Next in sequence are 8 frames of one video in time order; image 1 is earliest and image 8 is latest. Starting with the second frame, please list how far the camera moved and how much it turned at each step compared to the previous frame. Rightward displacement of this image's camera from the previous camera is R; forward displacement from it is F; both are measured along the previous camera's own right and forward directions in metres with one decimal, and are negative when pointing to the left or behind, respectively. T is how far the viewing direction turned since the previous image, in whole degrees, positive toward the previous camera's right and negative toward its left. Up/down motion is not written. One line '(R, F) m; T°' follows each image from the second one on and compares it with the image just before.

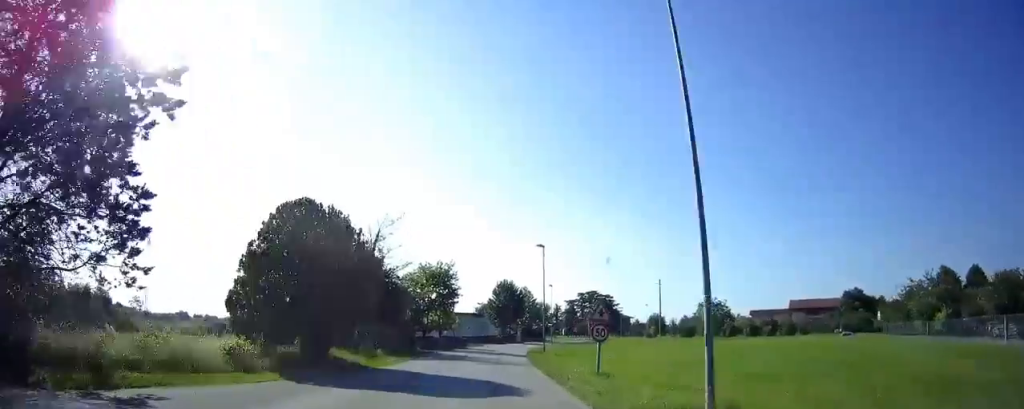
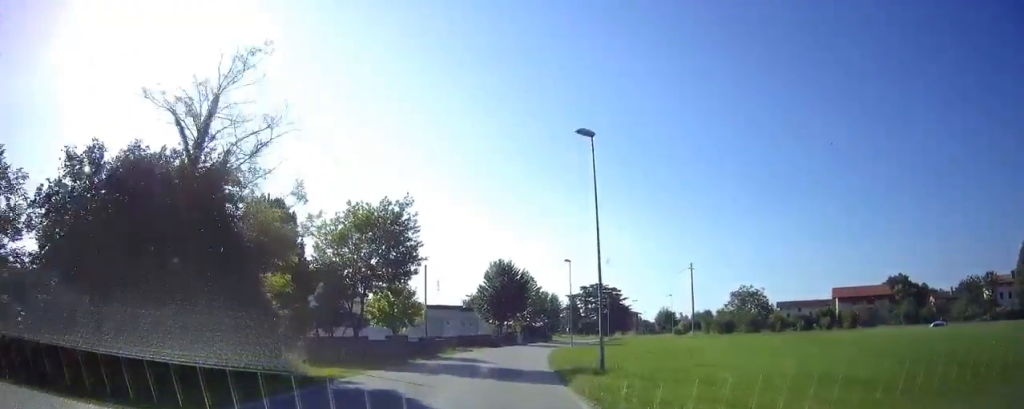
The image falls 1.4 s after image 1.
(+0.4, +22.2) m; +4°
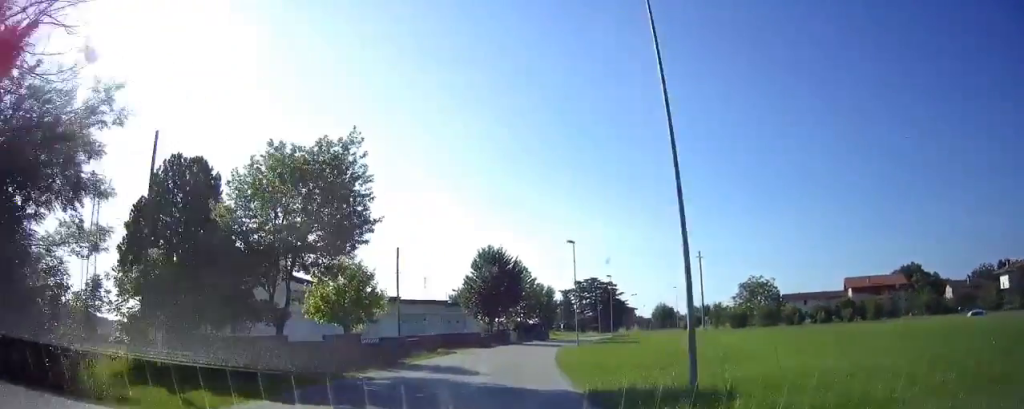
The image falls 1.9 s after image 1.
(+0.2, +8.2) m; +2°
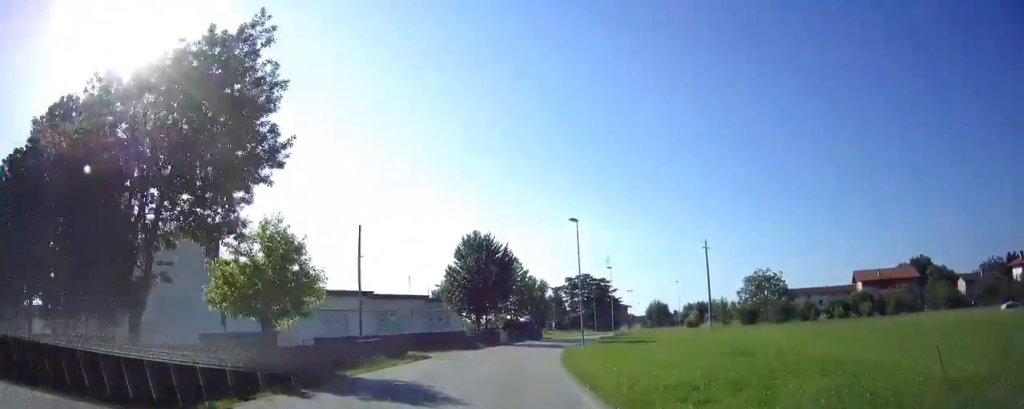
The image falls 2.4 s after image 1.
(+0.1, +7.1) m; +2°
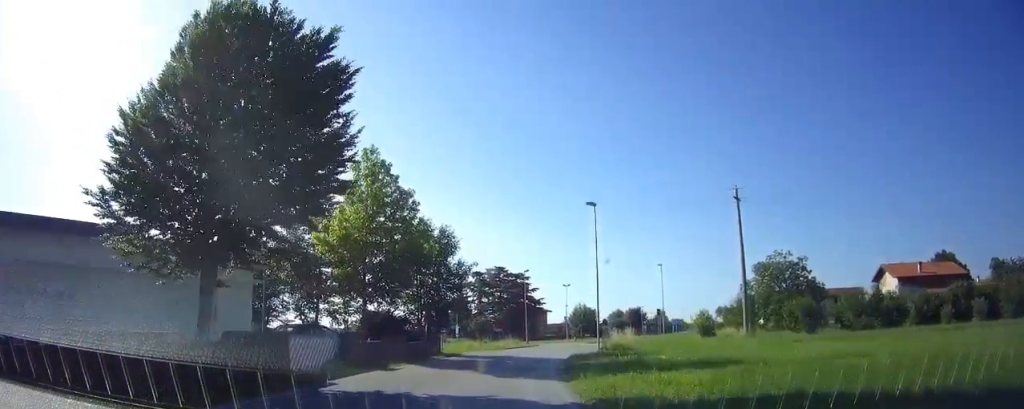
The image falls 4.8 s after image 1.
(+2.7, +34.3) m; +11°
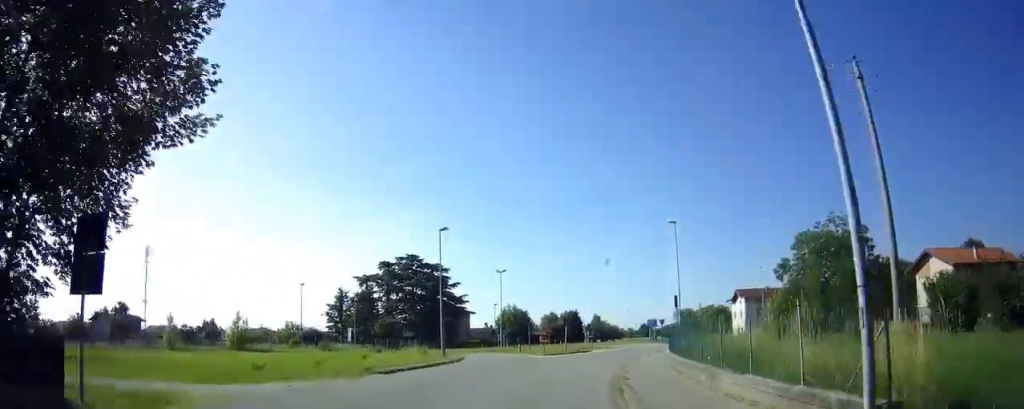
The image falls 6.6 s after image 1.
(+2.6, +22.3) m; +15°
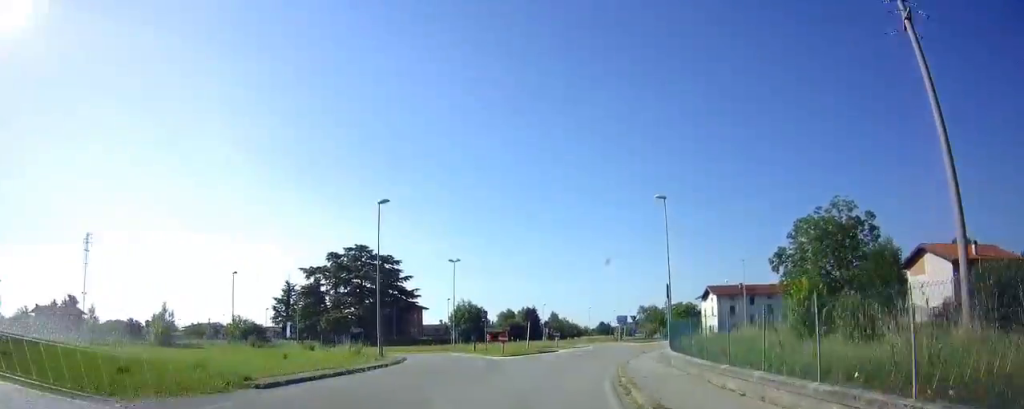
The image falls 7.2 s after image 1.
(+0.5, +6.1) m; +4°
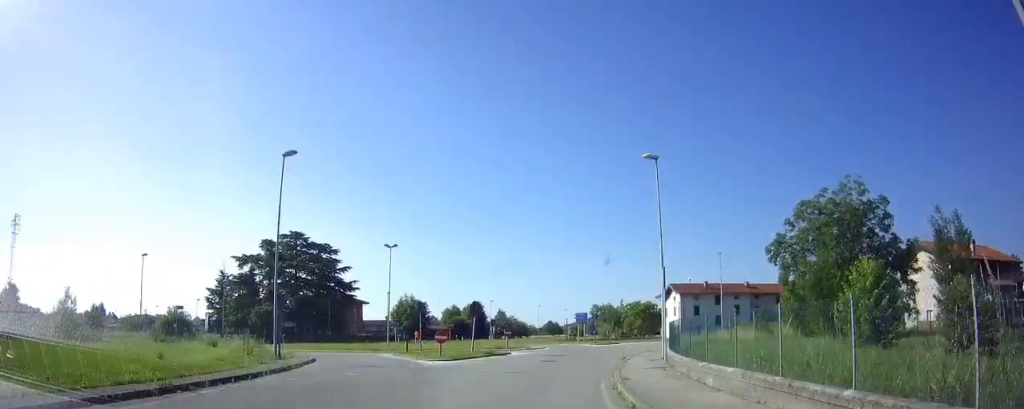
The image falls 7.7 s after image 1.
(+0.2, +5.9) m; +4°
